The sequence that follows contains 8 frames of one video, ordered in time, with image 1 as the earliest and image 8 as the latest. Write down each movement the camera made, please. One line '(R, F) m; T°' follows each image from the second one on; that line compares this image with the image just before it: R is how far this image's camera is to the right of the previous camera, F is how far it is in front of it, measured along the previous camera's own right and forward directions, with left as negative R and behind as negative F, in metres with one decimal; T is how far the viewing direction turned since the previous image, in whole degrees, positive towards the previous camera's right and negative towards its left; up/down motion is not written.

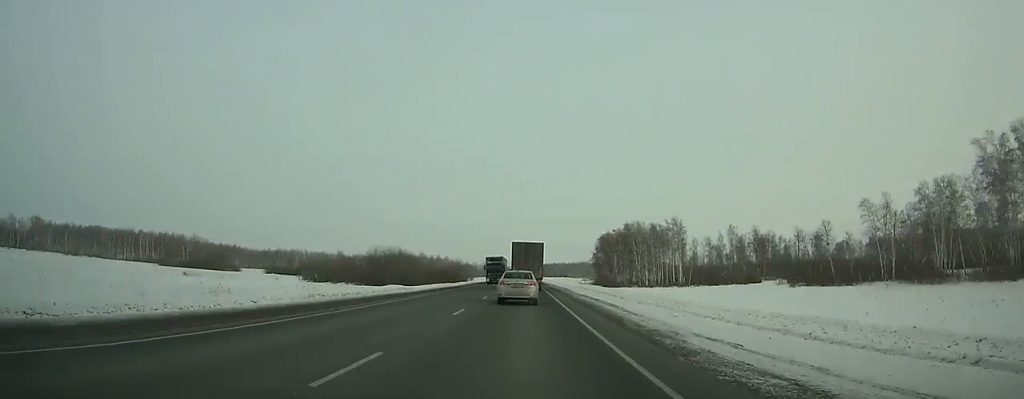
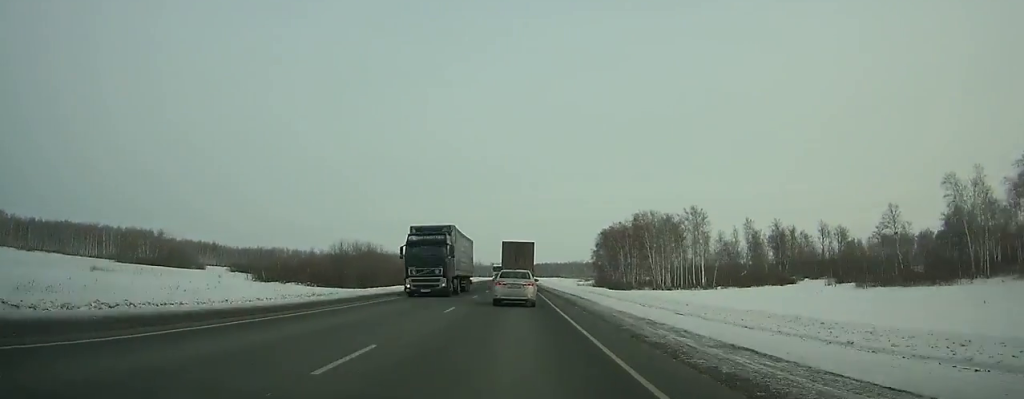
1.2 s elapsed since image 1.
(+0.1, +23.3) m; 0°
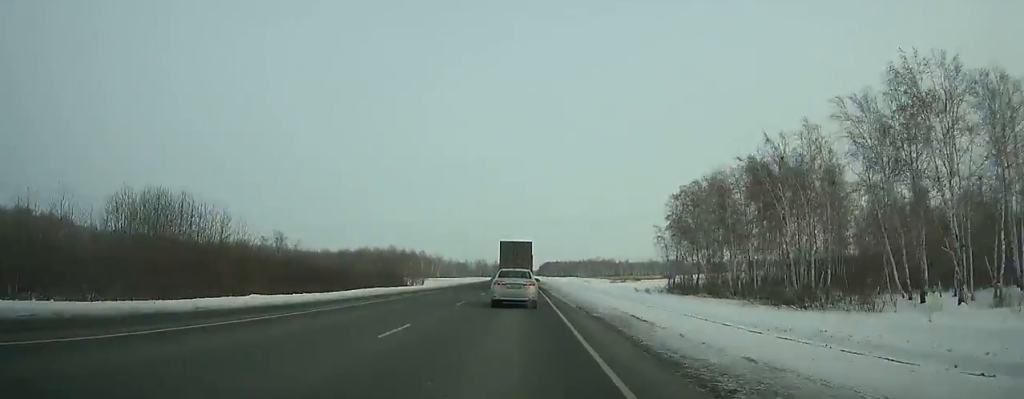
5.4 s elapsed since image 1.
(-0.3, +80.8) m; 0°
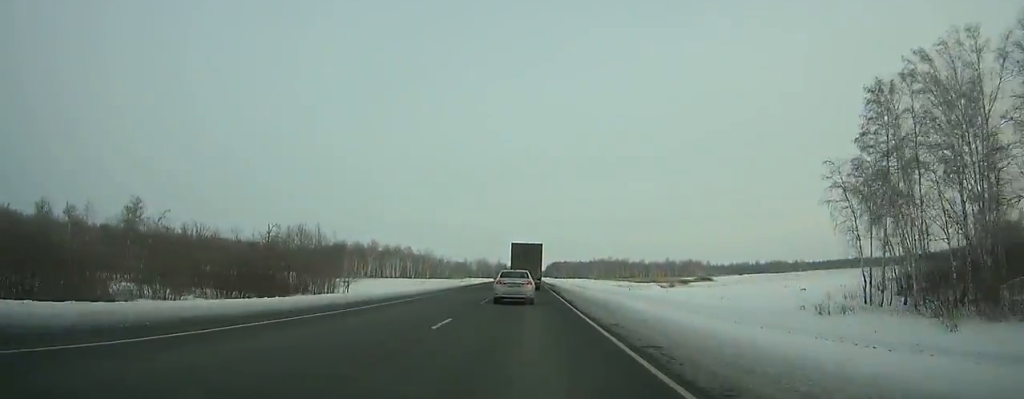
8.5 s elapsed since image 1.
(-0.2, +59.5) m; 0°
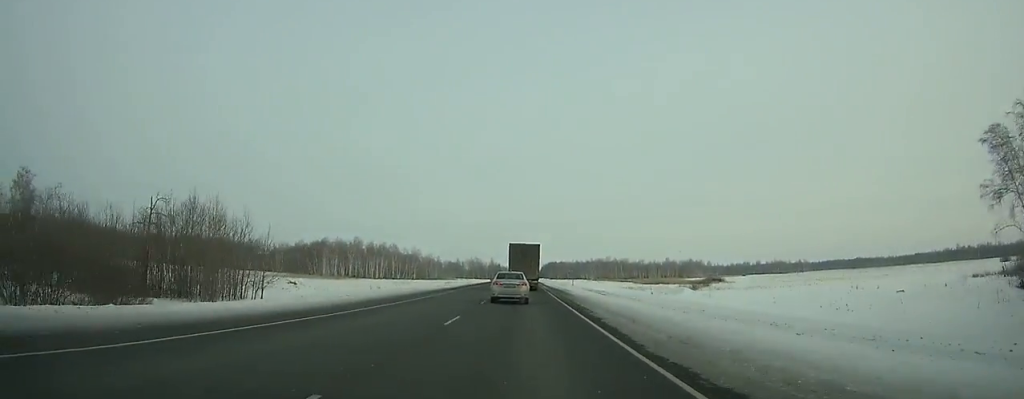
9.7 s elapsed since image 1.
(+0.1, +23.1) m; 0°
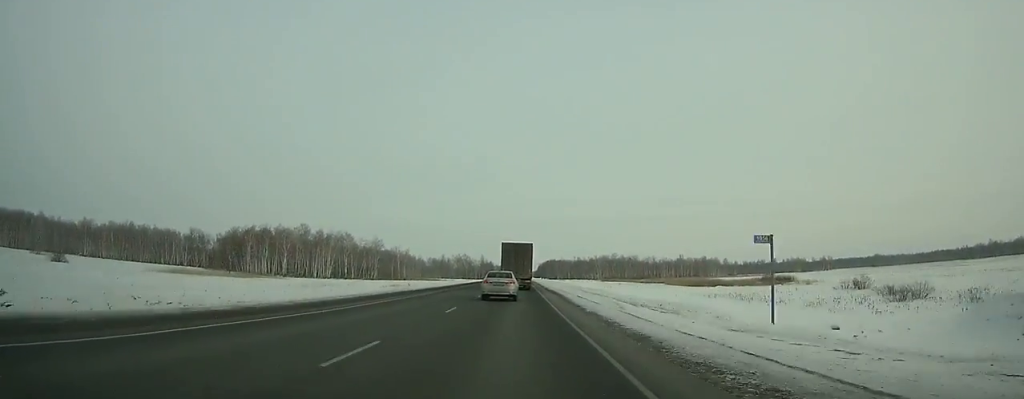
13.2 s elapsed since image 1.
(+0.2, +68.2) m; 0°
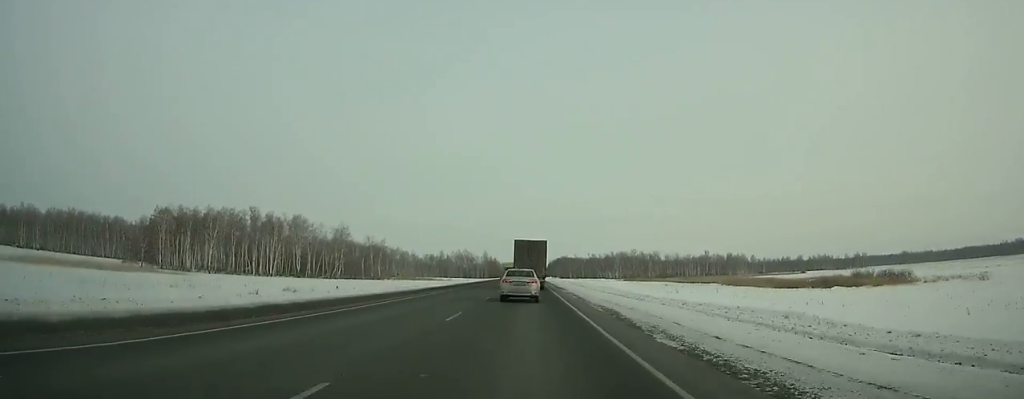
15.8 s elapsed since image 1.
(0.0, +51.2) m; 0°
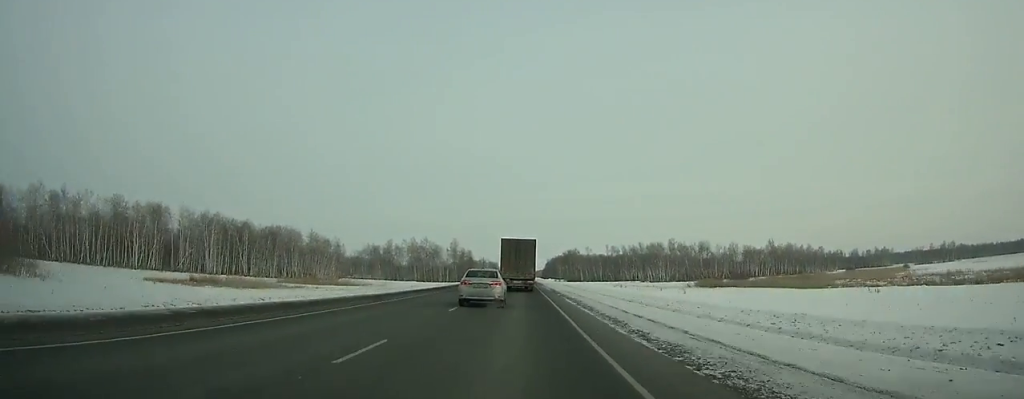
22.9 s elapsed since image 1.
(+0.6, +140.9) m; 0°
